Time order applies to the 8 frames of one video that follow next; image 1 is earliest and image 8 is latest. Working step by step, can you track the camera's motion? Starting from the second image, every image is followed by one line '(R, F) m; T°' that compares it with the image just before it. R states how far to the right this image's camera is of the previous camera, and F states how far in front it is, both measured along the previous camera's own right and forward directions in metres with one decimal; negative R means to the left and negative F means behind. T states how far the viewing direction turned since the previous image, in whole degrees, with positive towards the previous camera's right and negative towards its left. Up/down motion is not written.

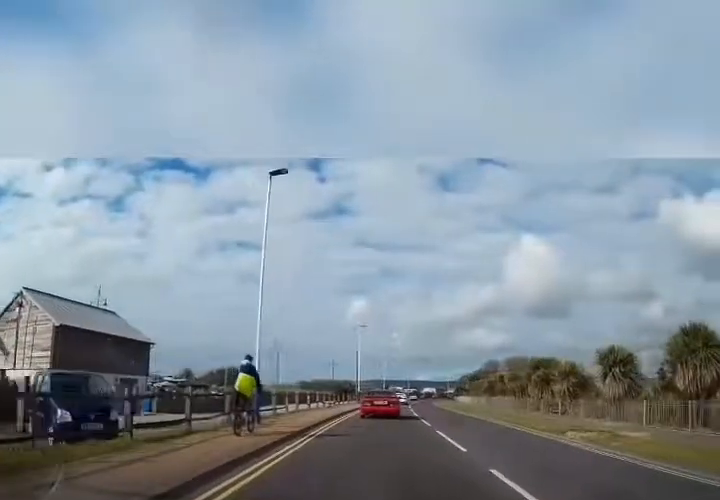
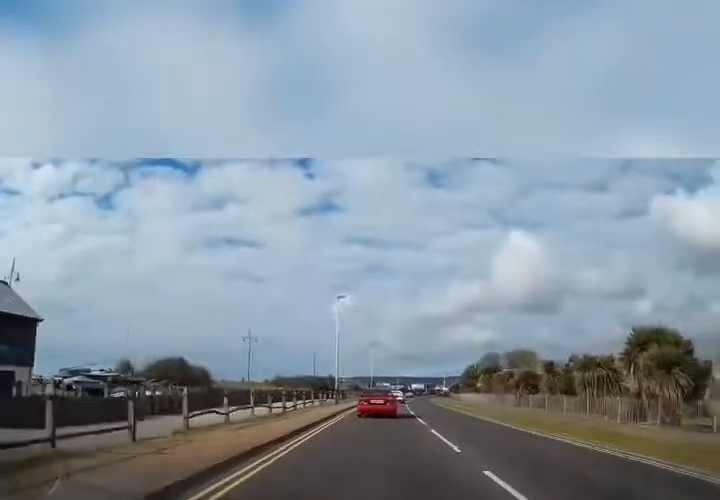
(0.0, +12.7) m; +1°
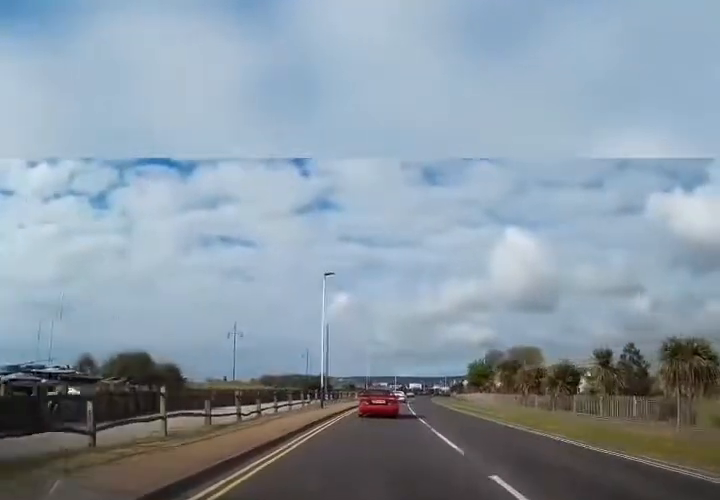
(0.0, +6.7) m; +1°
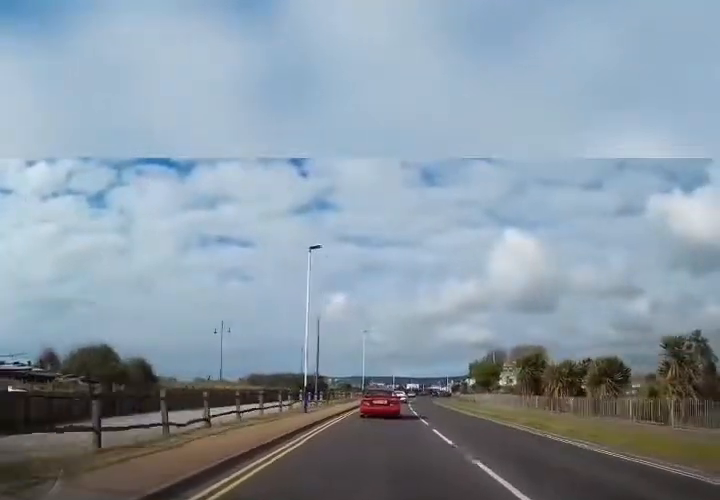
(+0.1, +5.1) m; 0°
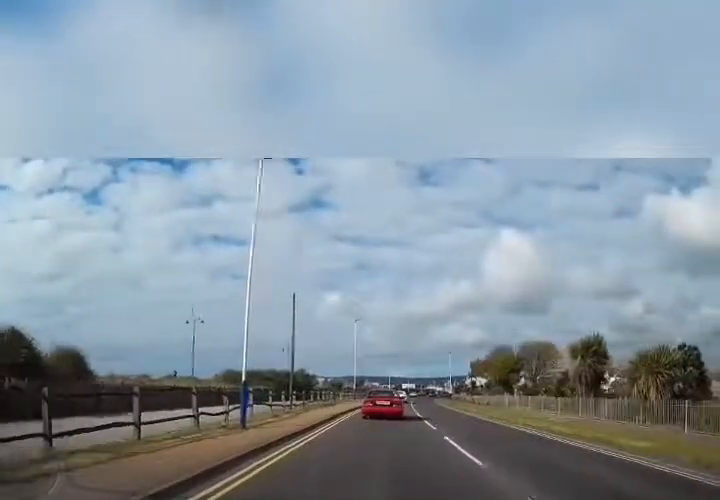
(0.0, +9.1) m; 0°
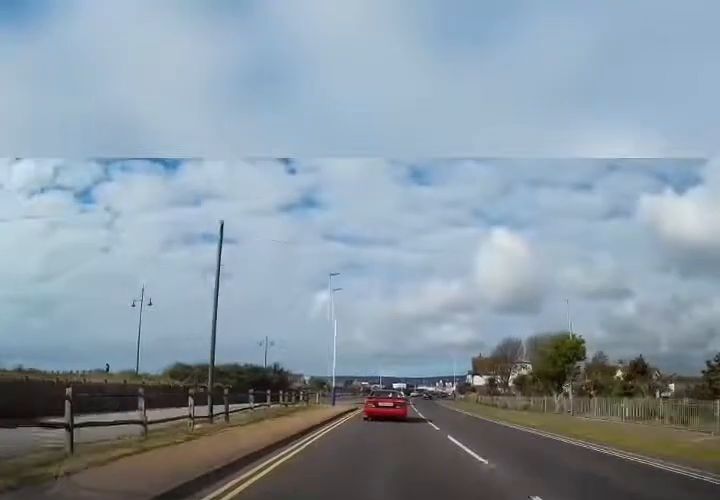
(0.0, +12.6) m; +2°
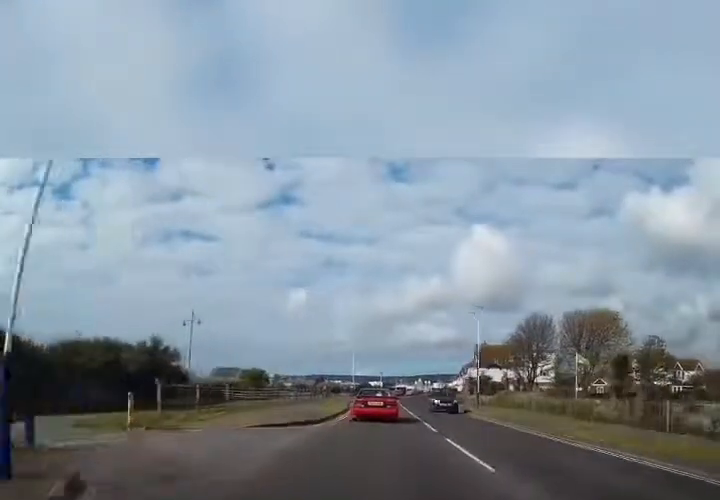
(+1.2, +26.4) m; +3°
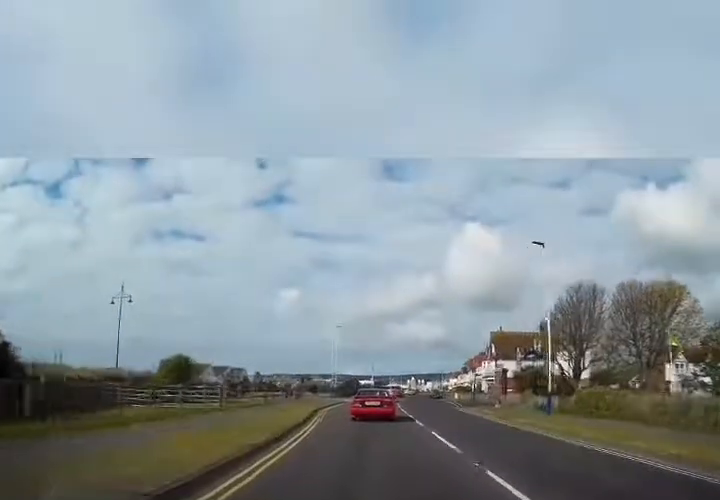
(0.0, +17.1) m; +1°
